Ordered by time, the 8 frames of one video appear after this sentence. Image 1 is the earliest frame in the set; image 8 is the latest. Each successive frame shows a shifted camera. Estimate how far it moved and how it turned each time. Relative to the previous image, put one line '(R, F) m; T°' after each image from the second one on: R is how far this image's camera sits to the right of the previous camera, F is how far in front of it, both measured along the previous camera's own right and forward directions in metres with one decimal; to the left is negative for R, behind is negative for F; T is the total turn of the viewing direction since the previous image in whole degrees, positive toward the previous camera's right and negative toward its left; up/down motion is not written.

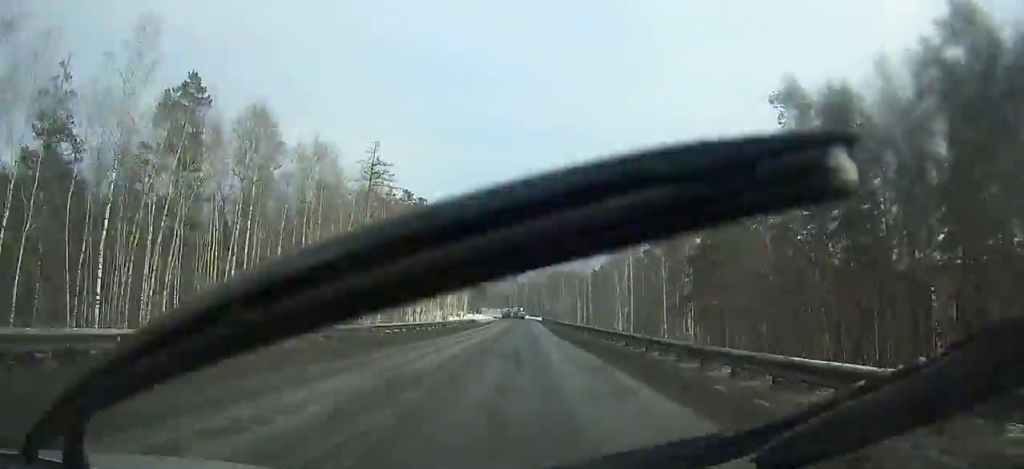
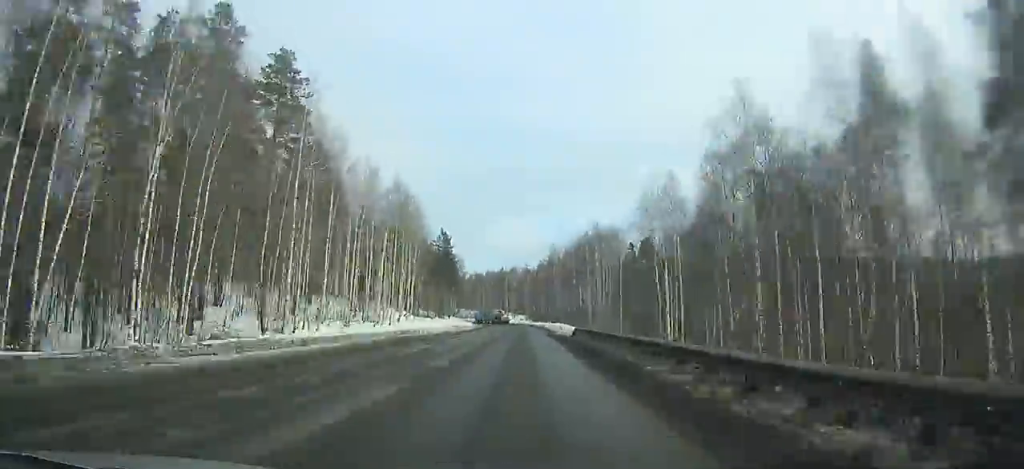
(-0.1, +81.9) m; 0°
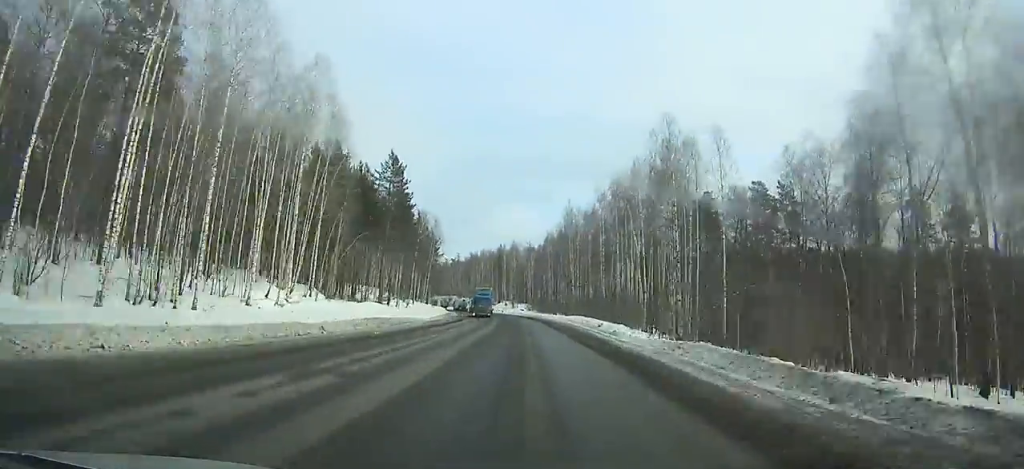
(-0.1, +45.0) m; -1°
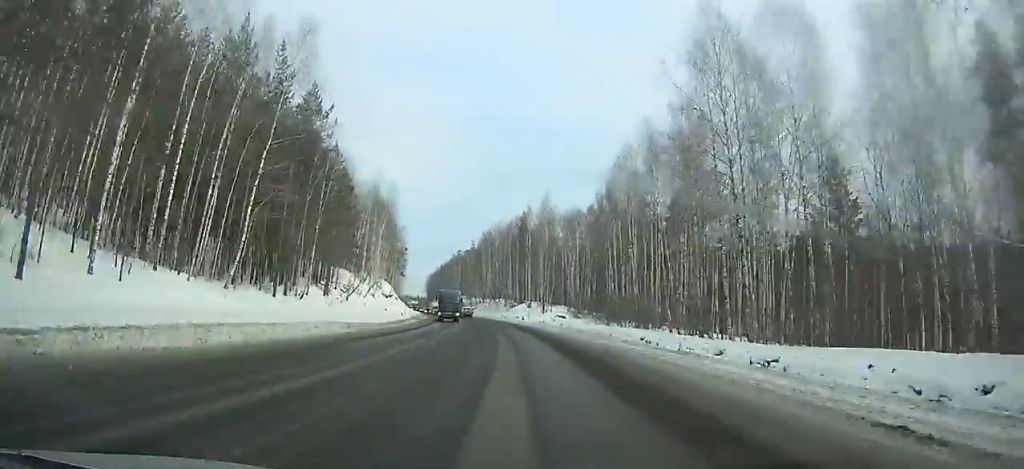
(-2.0, +74.9) m; -4°
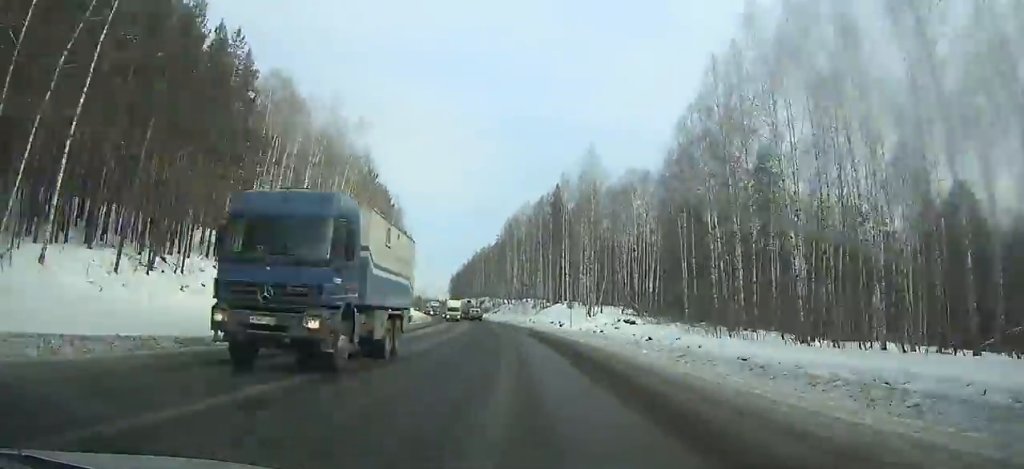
(-0.7, +28.4) m; -3°
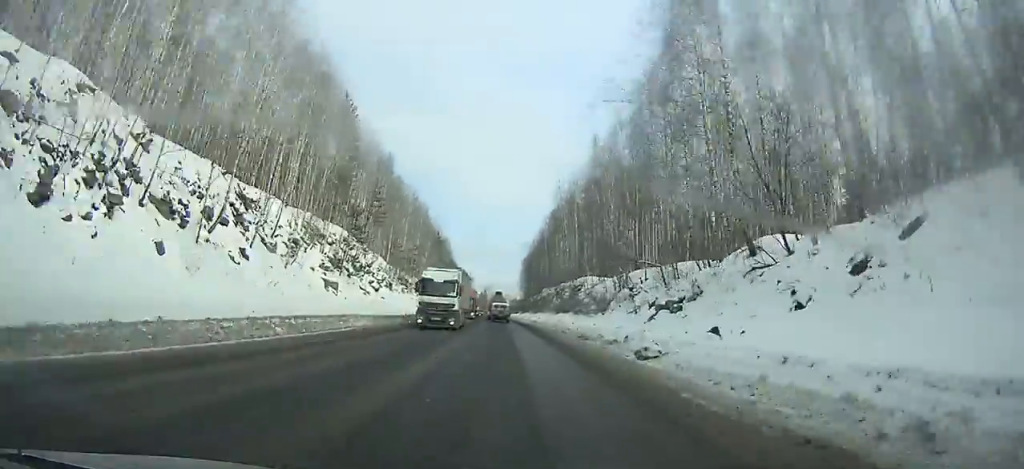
(-8.9, +100.2) m; -9°
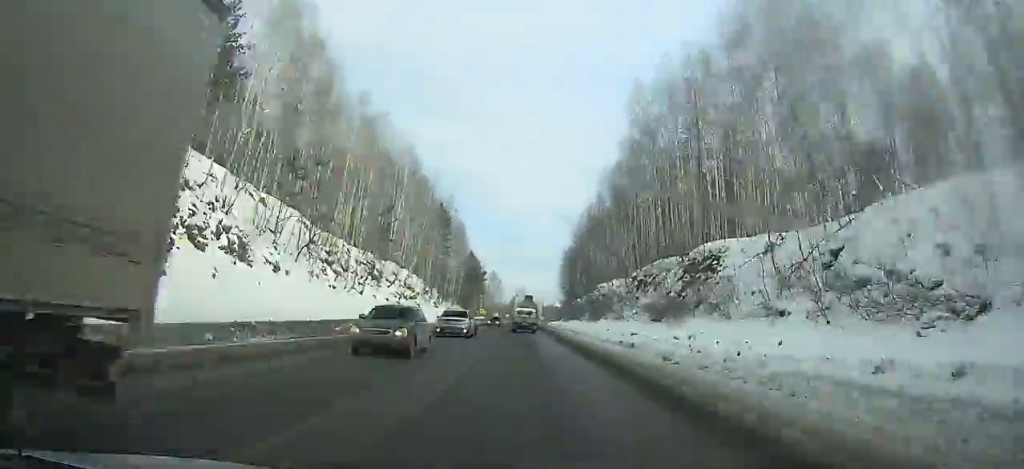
(-1.1, +42.9) m; -2°
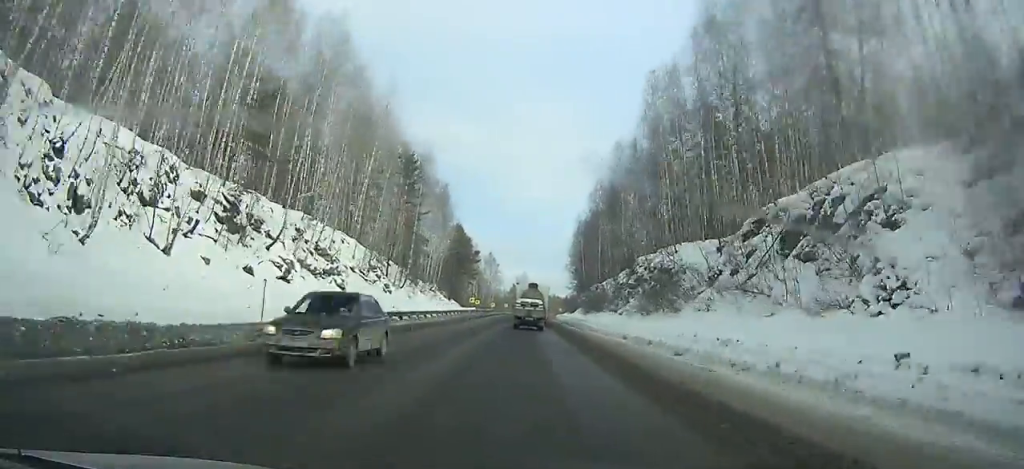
(-0.3, +29.0) m; -1°
